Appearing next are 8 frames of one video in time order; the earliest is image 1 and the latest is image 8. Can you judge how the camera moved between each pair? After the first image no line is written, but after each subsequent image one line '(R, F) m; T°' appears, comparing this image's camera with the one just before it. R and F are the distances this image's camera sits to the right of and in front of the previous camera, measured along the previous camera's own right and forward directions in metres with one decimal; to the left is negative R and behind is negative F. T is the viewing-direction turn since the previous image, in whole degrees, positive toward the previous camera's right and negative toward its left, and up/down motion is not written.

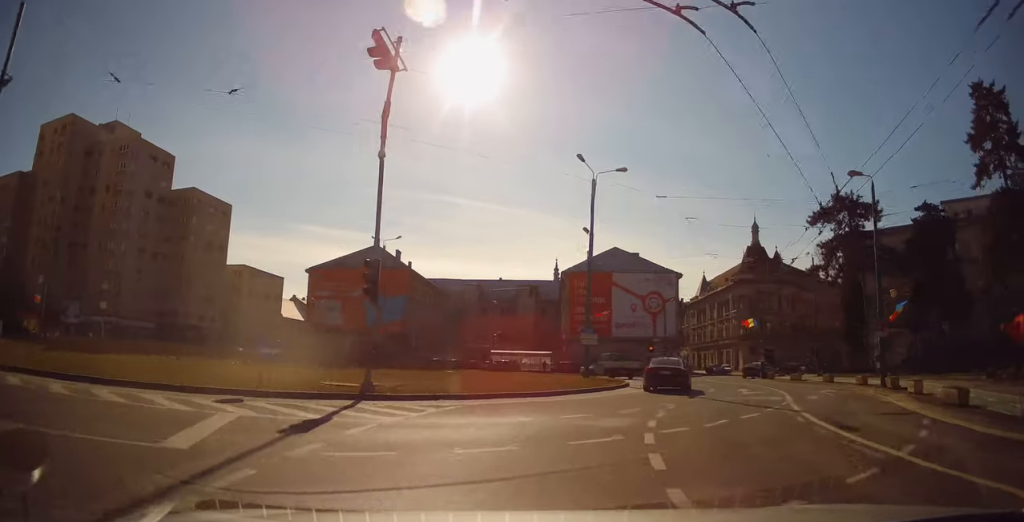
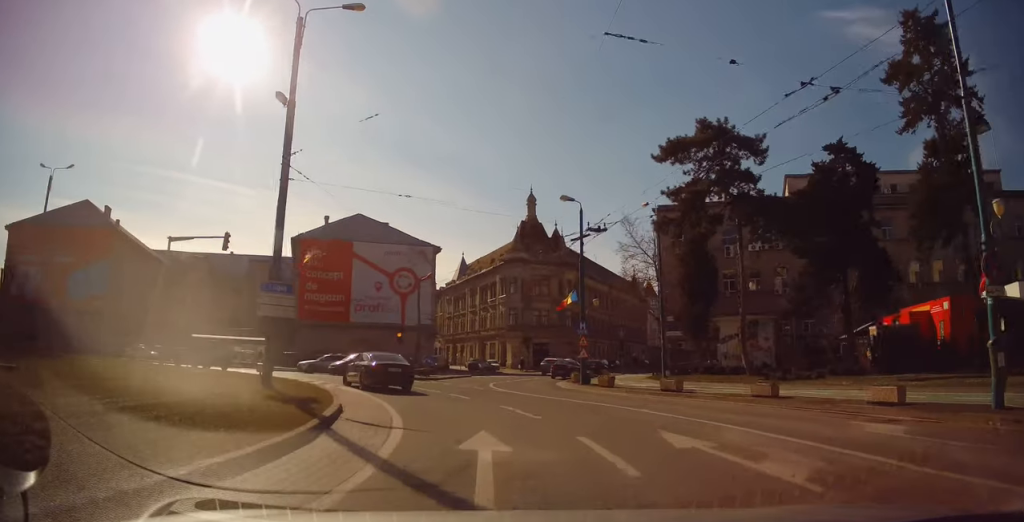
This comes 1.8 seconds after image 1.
(+3.8, +16.6) m; +22°
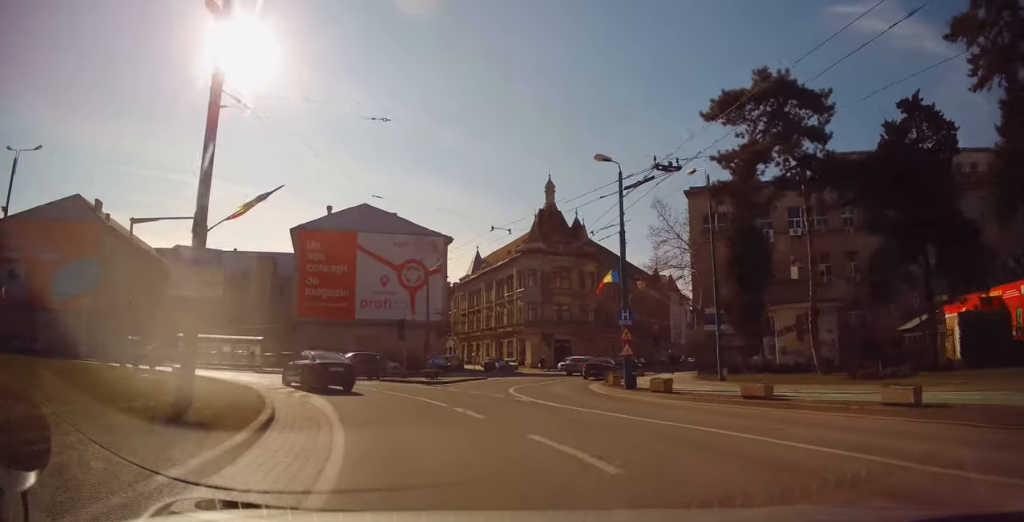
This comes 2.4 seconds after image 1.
(+0.3, +5.4) m; +1°
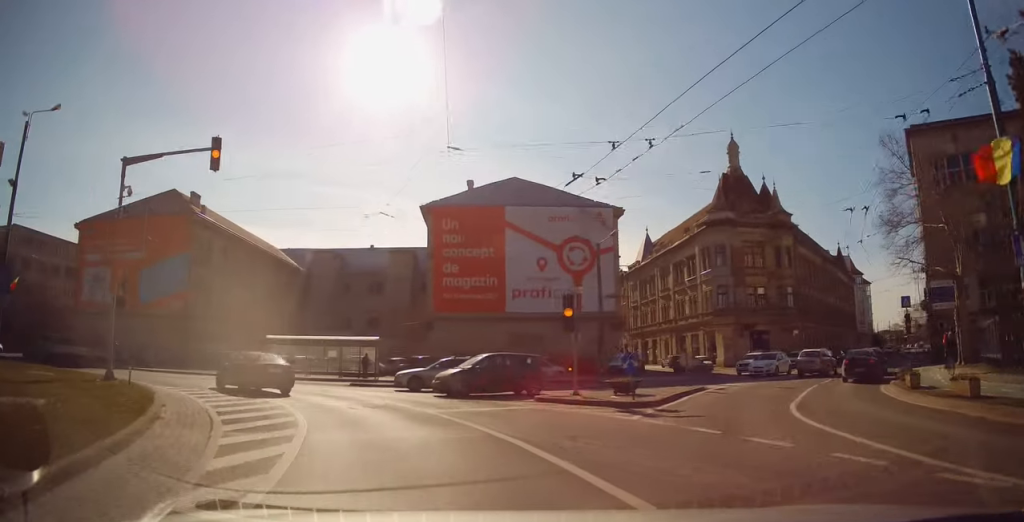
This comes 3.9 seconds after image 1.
(-1.0, +12.4) m; -15°
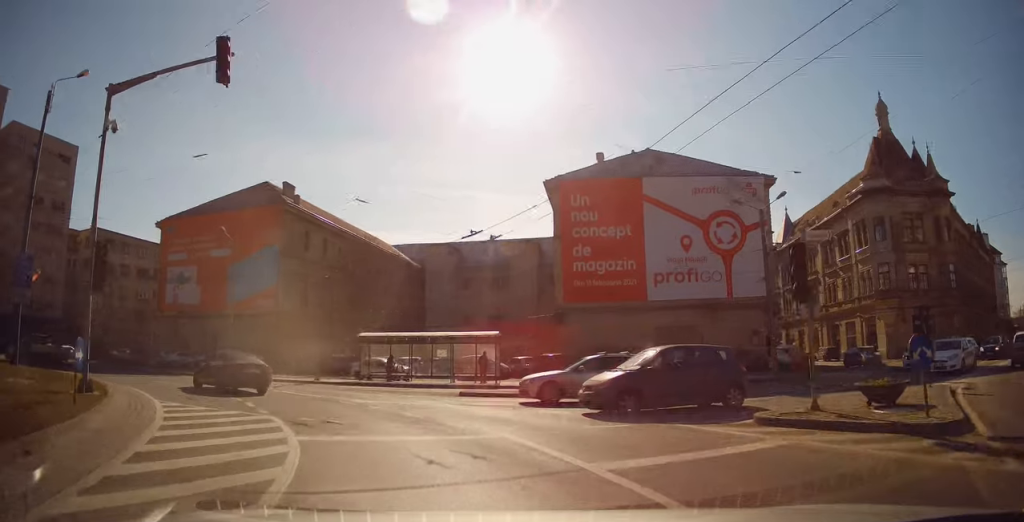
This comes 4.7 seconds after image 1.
(-0.7, +7.1) m; -13°
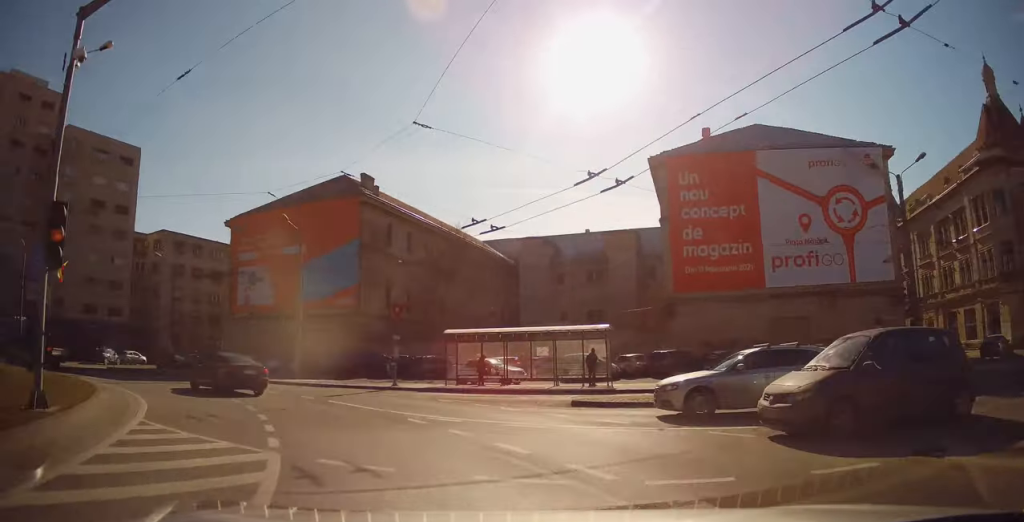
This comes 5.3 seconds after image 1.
(0.0, +4.8) m; -10°
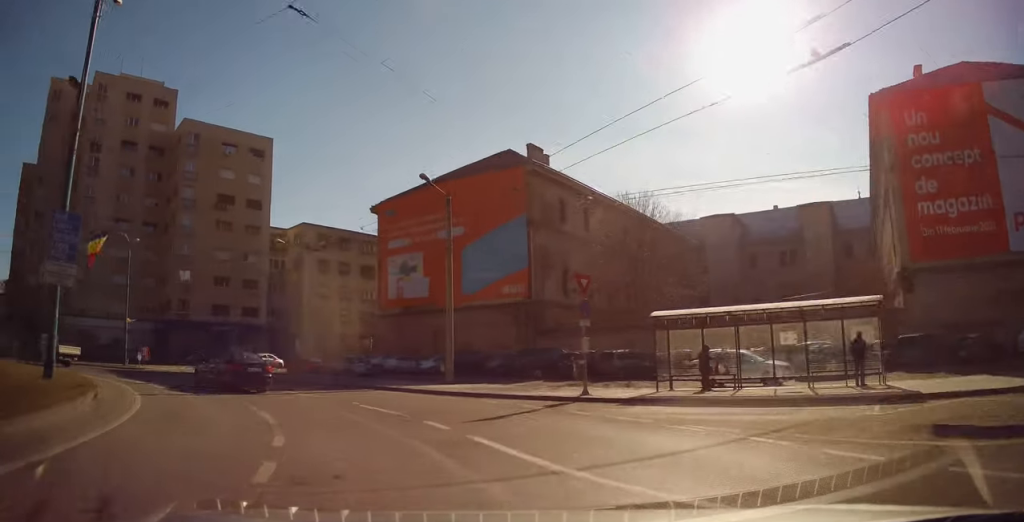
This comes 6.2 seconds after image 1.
(-1.3, +8.0) m; -20°
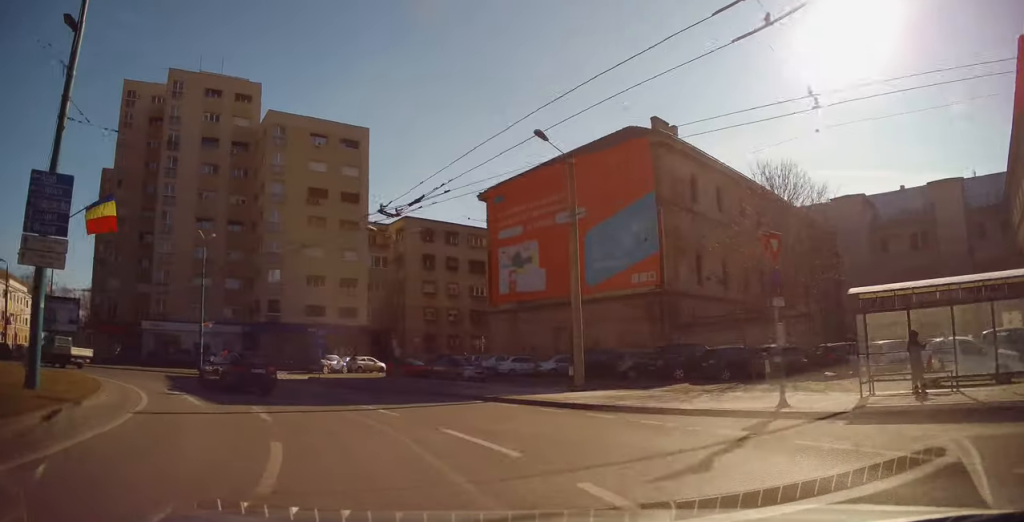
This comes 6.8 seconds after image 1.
(-1.0, +5.2) m; -11°
